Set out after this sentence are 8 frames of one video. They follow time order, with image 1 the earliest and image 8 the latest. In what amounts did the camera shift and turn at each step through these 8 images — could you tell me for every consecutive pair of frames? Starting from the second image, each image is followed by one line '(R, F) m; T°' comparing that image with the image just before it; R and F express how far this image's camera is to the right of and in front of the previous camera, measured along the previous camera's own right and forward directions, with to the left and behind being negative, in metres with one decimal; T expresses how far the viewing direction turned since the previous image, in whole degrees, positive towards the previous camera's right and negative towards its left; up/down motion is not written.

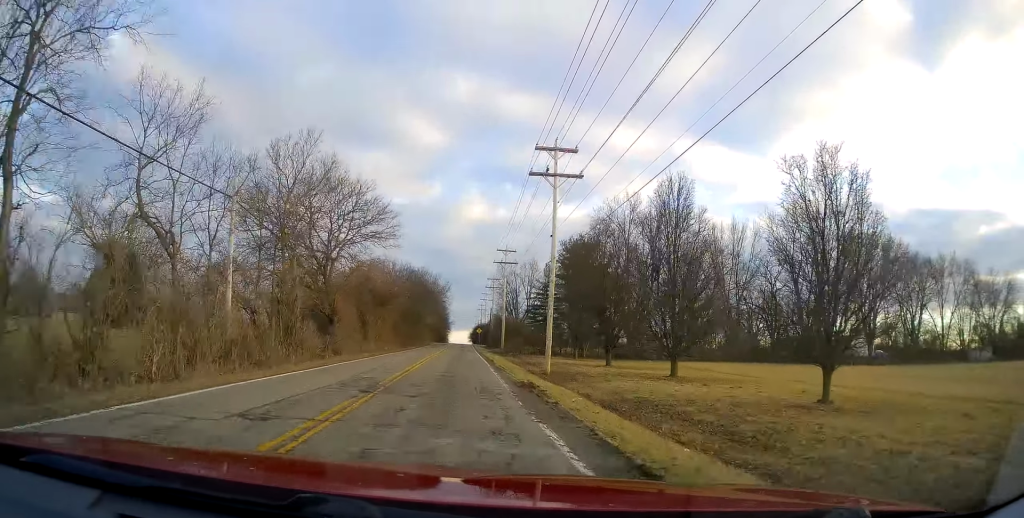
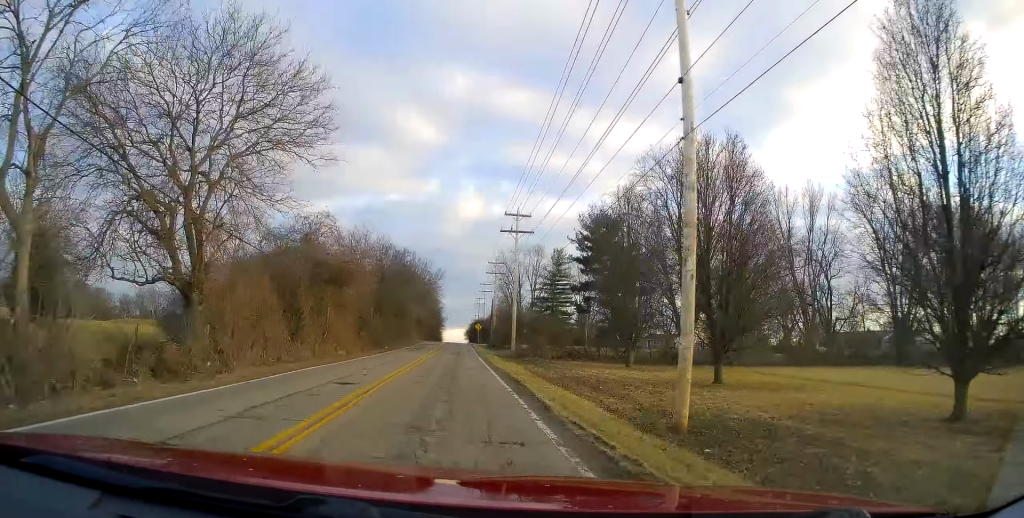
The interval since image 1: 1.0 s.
(-0.5, +20.5) m; 0°
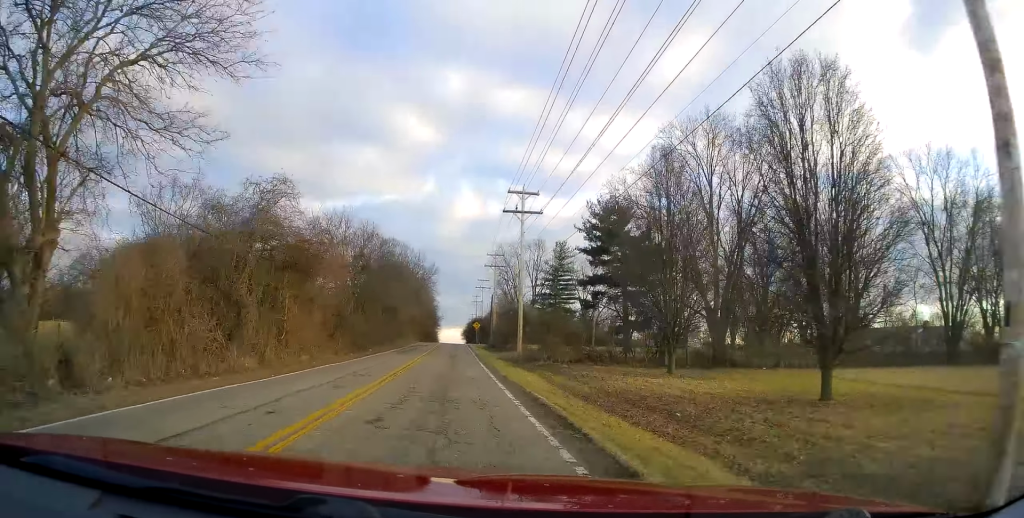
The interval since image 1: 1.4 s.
(-0.1, +8.5) m; 0°
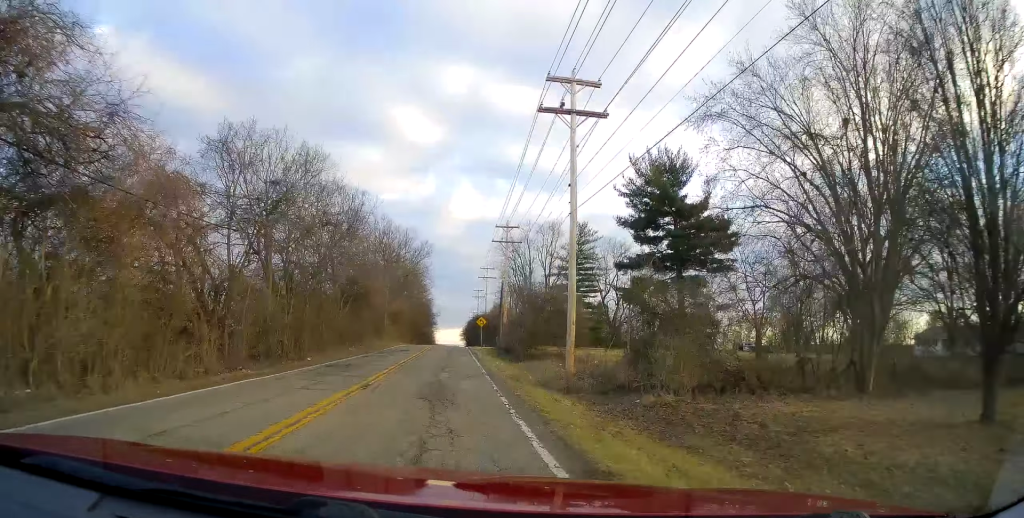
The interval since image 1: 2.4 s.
(+0.5, +21.2) m; +1°
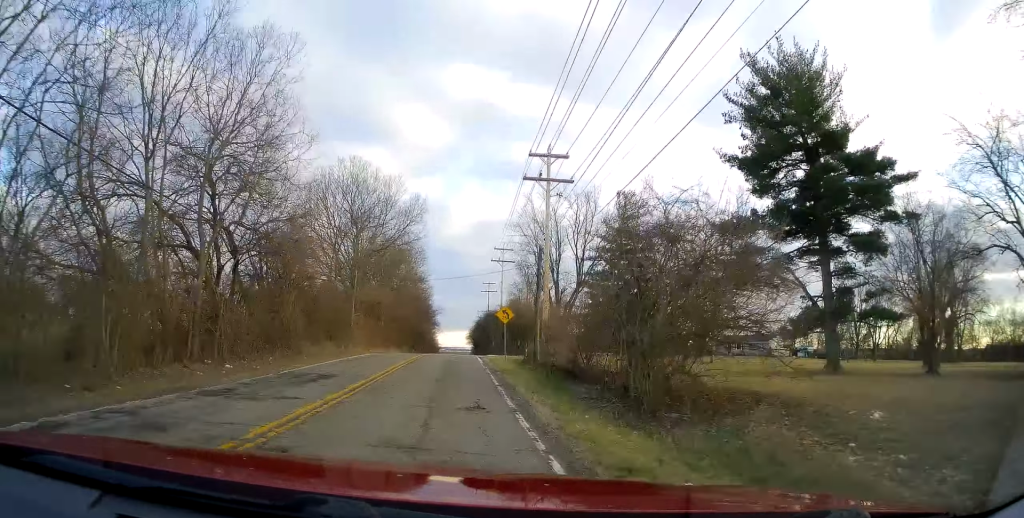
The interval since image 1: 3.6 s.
(+0.4, +25.1) m; +2°
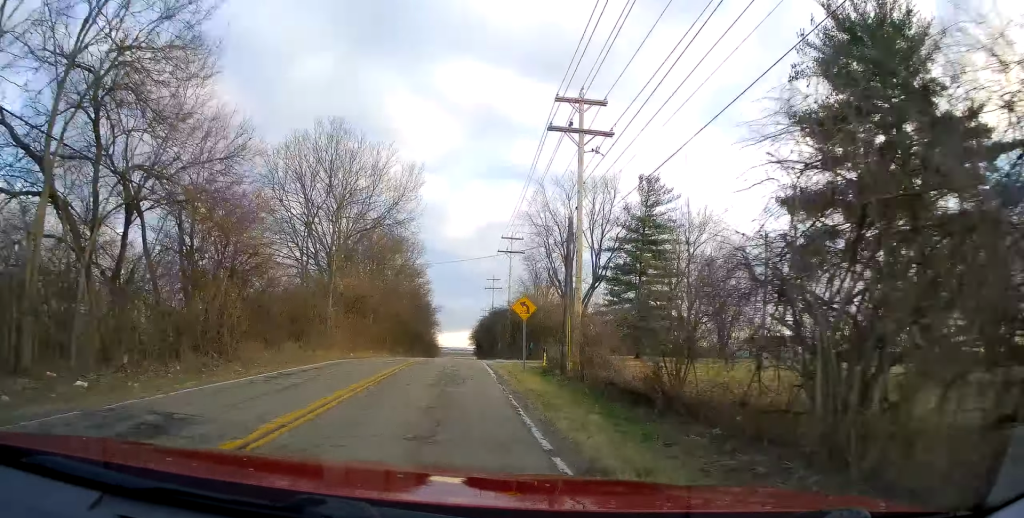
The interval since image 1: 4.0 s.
(+0.6, +9.0) m; 0°
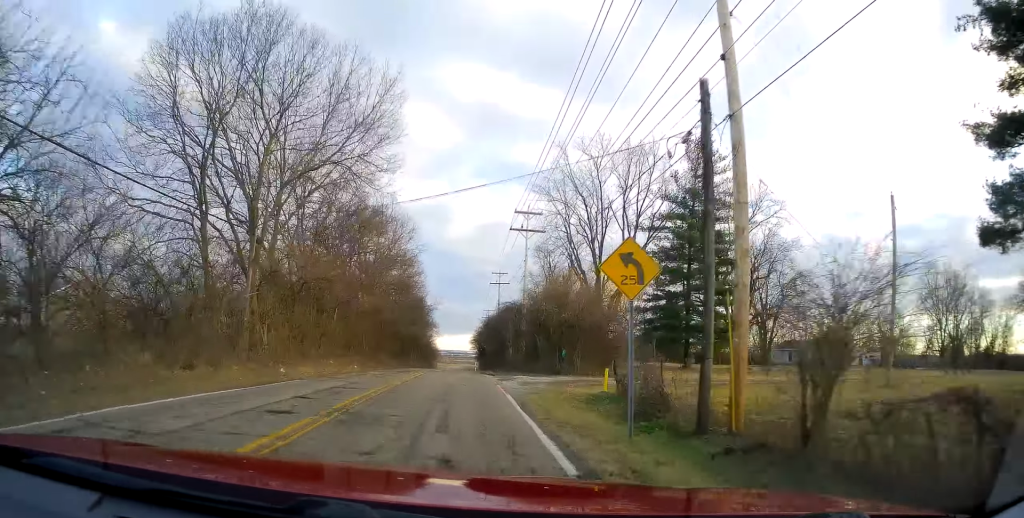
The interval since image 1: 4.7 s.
(-0.6, +15.0) m; -2°
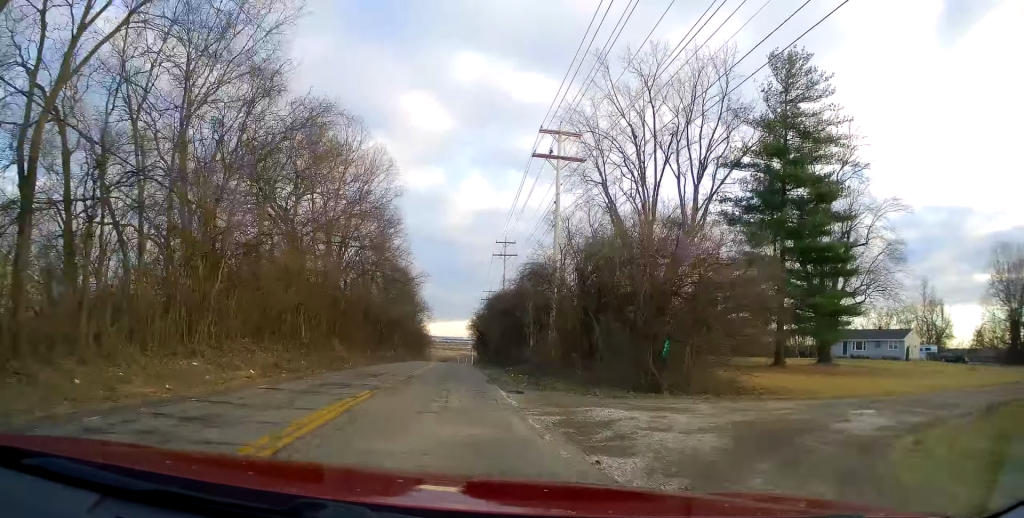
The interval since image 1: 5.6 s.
(-0.6, +17.6) m; 0°
